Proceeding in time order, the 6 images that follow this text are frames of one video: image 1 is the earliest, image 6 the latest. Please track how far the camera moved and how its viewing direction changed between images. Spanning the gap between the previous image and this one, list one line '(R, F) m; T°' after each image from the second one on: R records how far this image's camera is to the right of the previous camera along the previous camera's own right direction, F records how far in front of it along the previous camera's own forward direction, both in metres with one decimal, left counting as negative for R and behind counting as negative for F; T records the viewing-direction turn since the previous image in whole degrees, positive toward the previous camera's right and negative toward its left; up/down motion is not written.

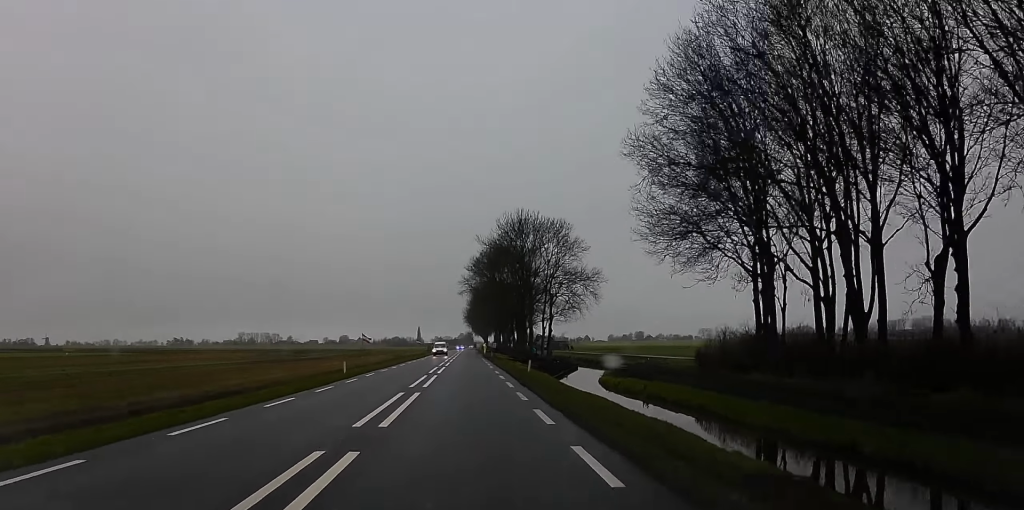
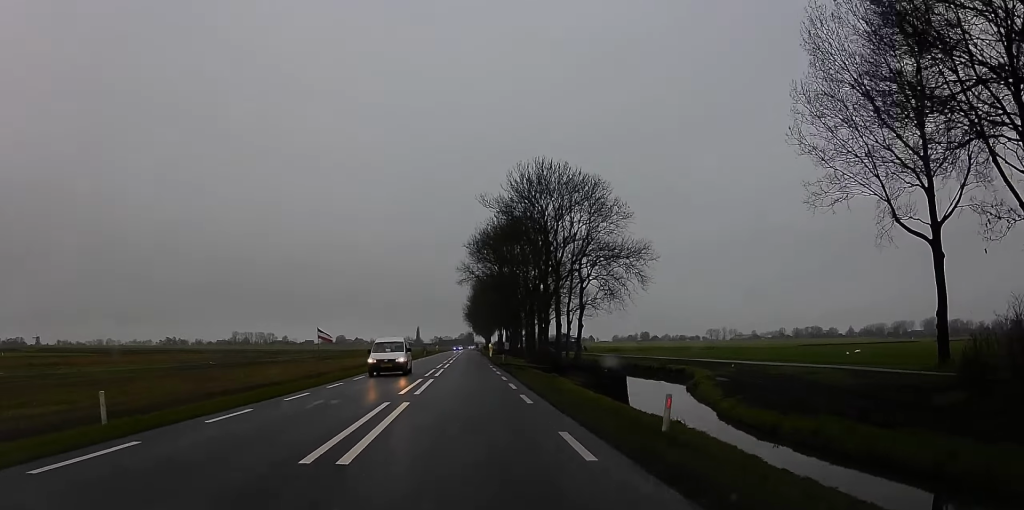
(+0.4, +28.1) m; -1°
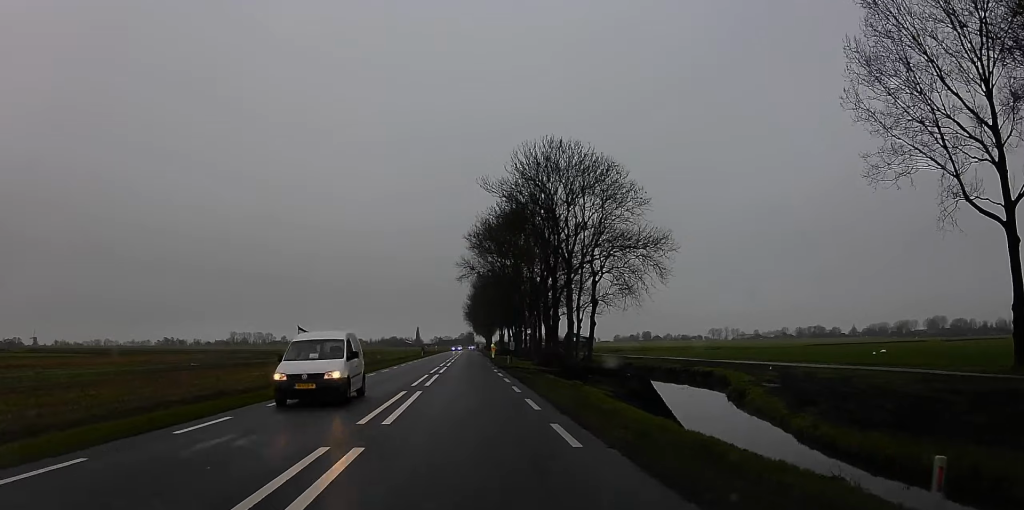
(-0.4, +7.6) m; -2°
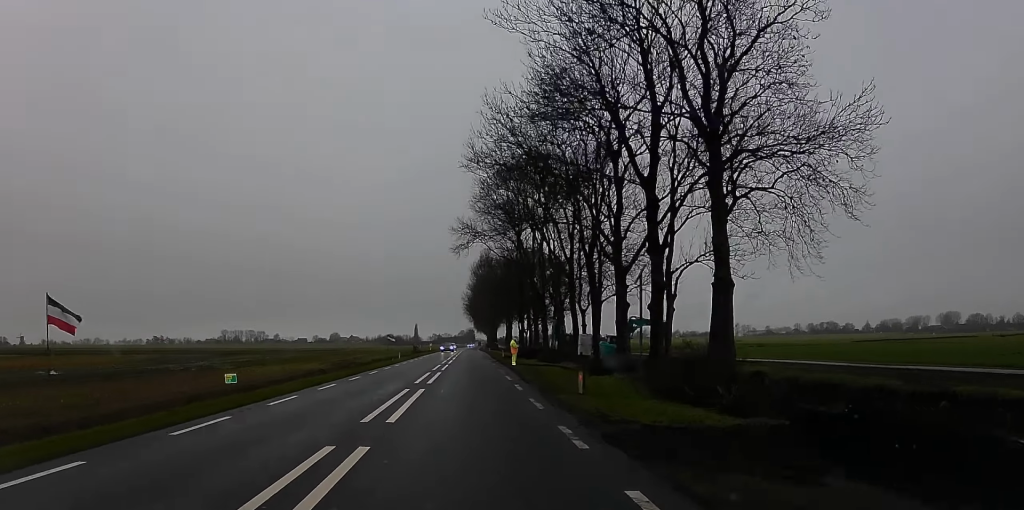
(-1.4, +35.5) m; +1°
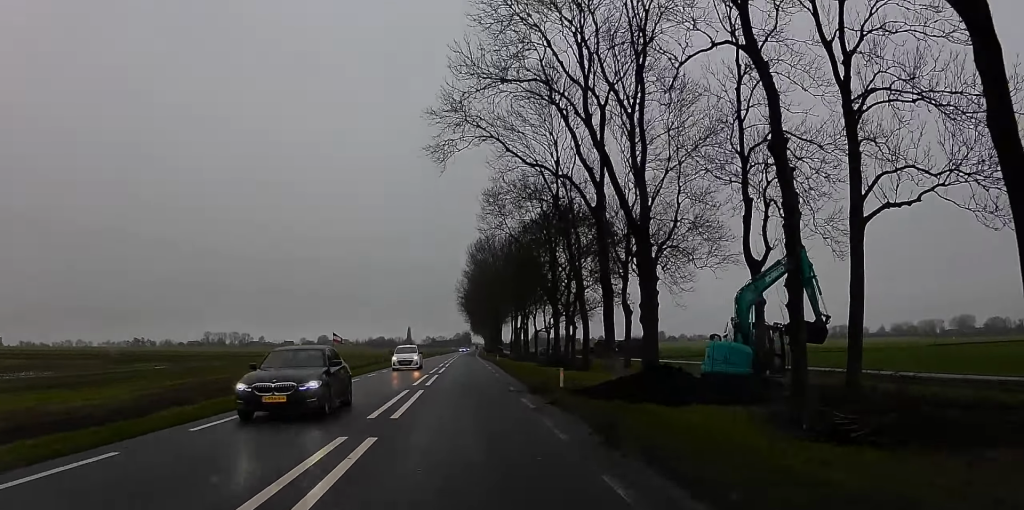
(-1.4, +46.8) m; -1°
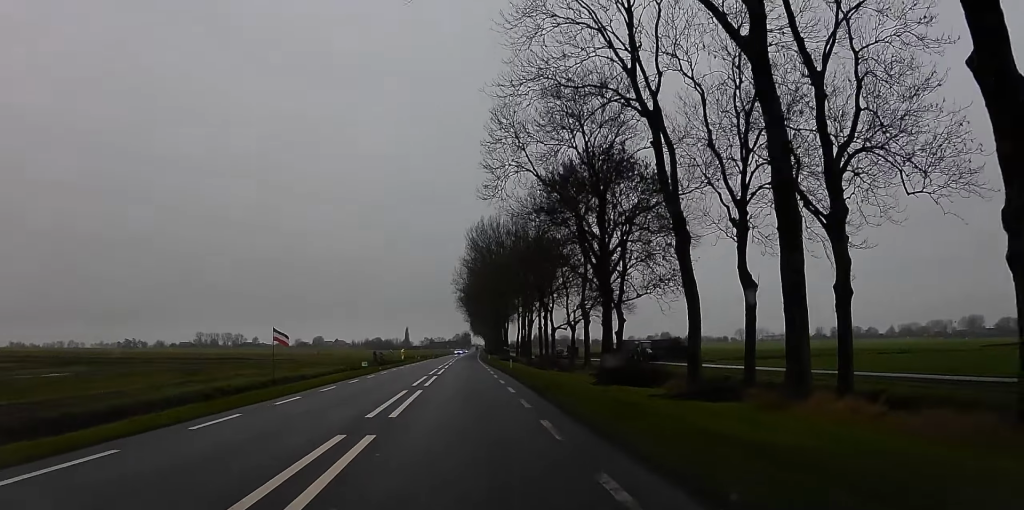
(+1.6, +23.0) m; +5°
